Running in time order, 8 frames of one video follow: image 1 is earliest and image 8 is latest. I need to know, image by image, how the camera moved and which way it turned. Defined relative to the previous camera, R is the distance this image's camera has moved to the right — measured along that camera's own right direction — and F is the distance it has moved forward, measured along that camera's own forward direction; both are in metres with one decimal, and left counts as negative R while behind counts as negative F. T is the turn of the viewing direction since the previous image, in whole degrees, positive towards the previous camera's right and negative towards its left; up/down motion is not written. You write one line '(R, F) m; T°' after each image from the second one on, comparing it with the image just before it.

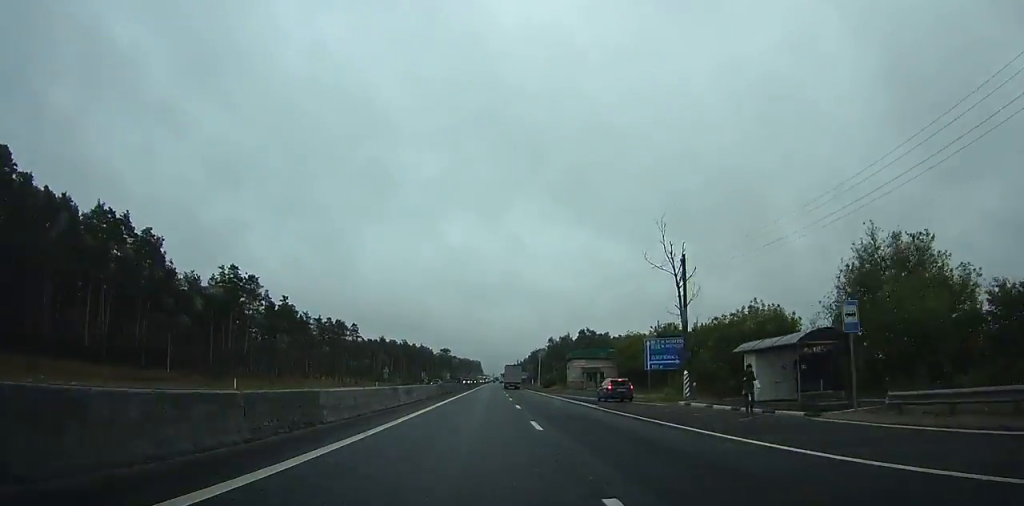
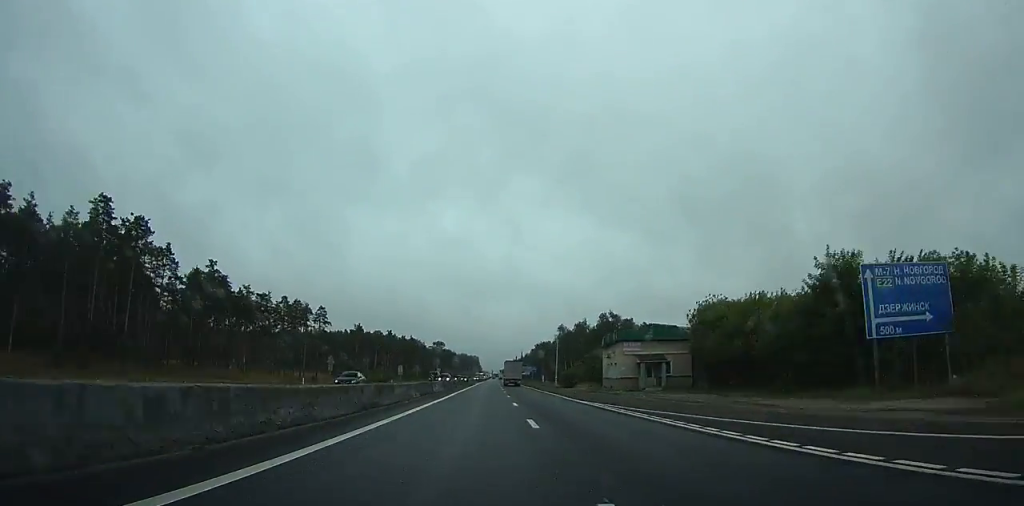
(0.0, +39.2) m; 0°
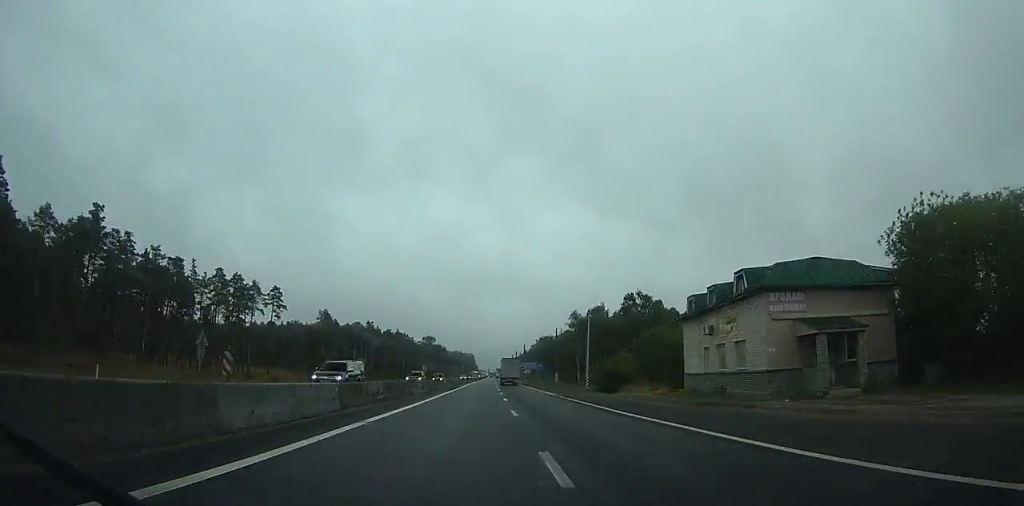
(-0.1, +35.0) m; 0°
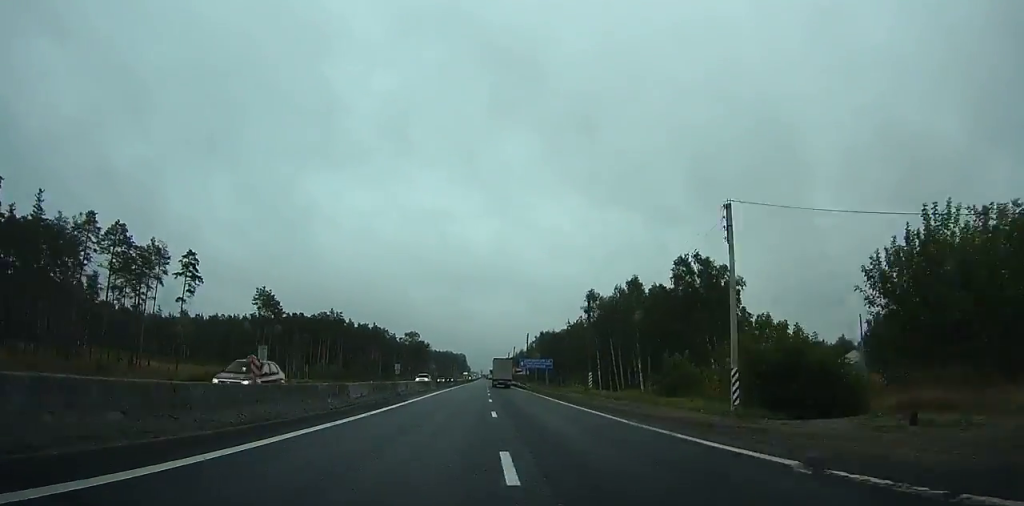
(0.0, +37.7) m; 0°
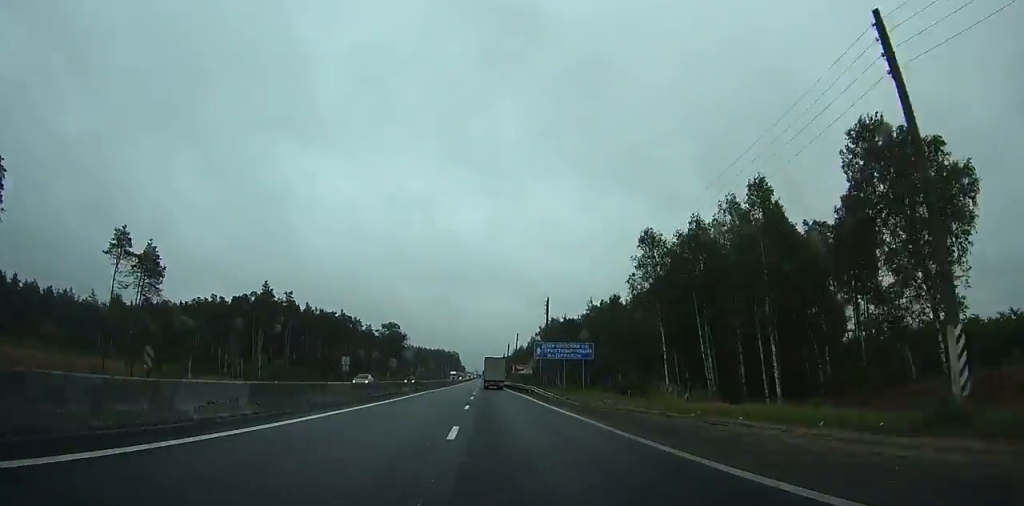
(+0.2, +42.6) m; 0°
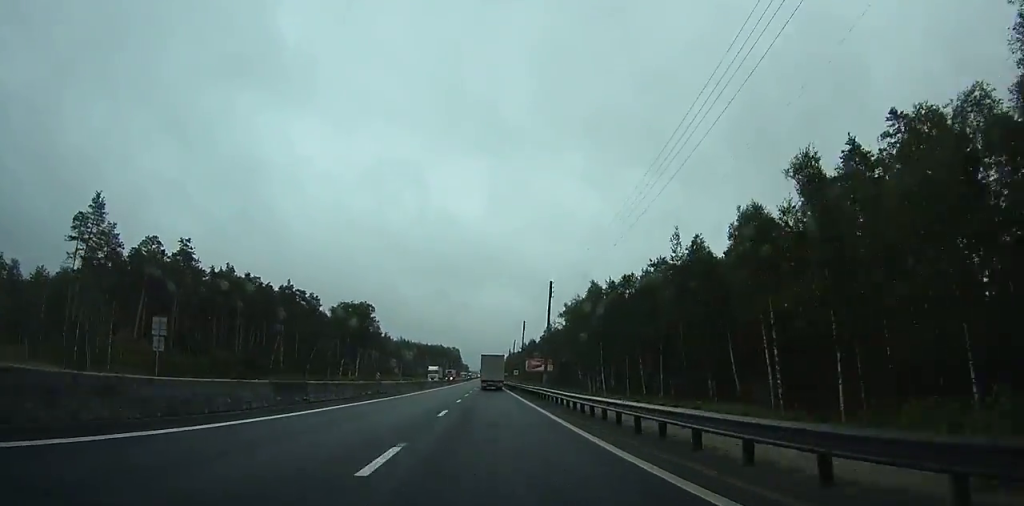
(+0.1, +52.1) m; 0°
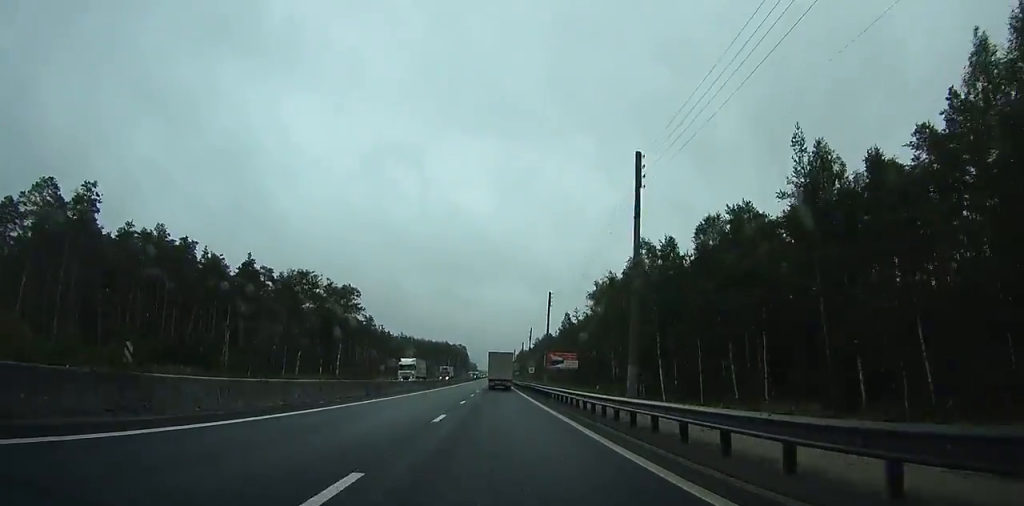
(0.0, +28.3) m; 0°
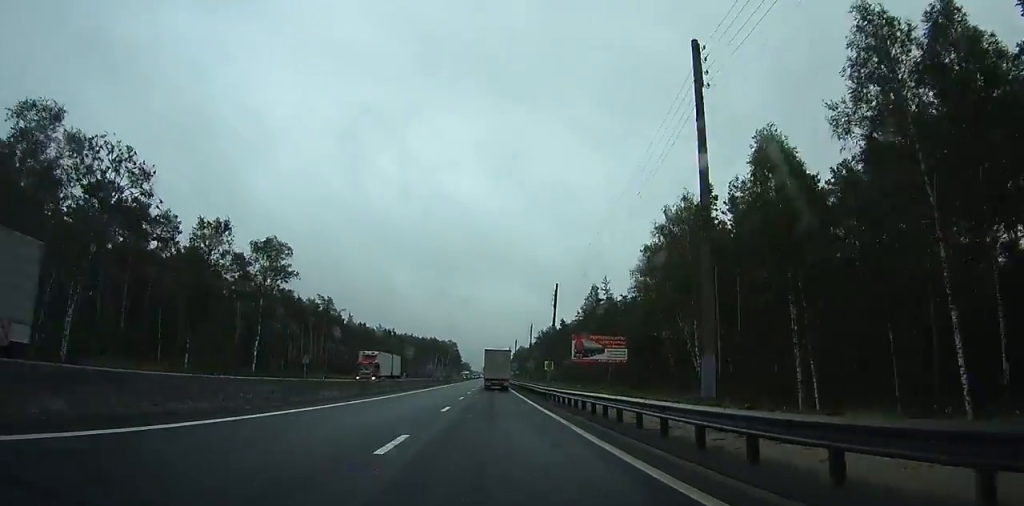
(0.0, +45.5) m; 0°
